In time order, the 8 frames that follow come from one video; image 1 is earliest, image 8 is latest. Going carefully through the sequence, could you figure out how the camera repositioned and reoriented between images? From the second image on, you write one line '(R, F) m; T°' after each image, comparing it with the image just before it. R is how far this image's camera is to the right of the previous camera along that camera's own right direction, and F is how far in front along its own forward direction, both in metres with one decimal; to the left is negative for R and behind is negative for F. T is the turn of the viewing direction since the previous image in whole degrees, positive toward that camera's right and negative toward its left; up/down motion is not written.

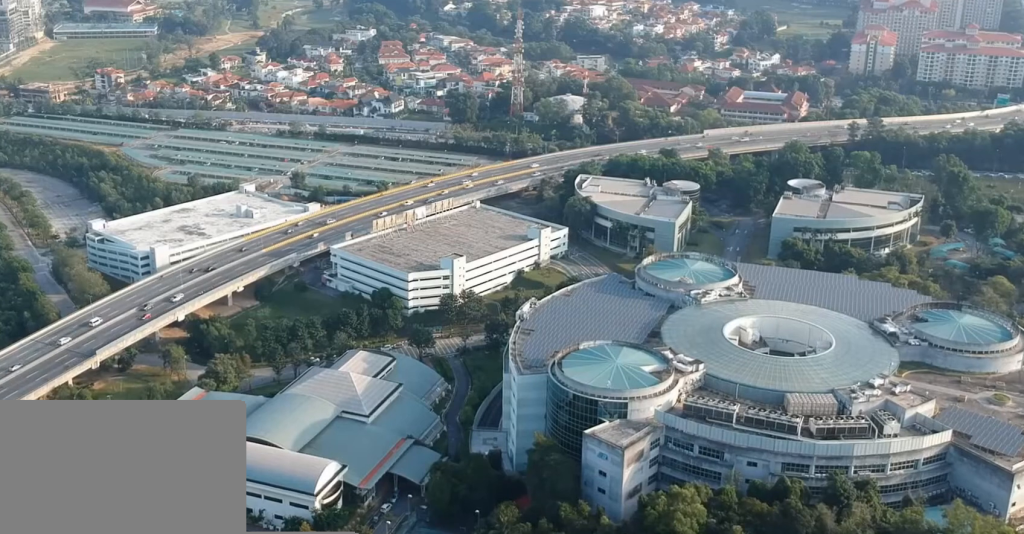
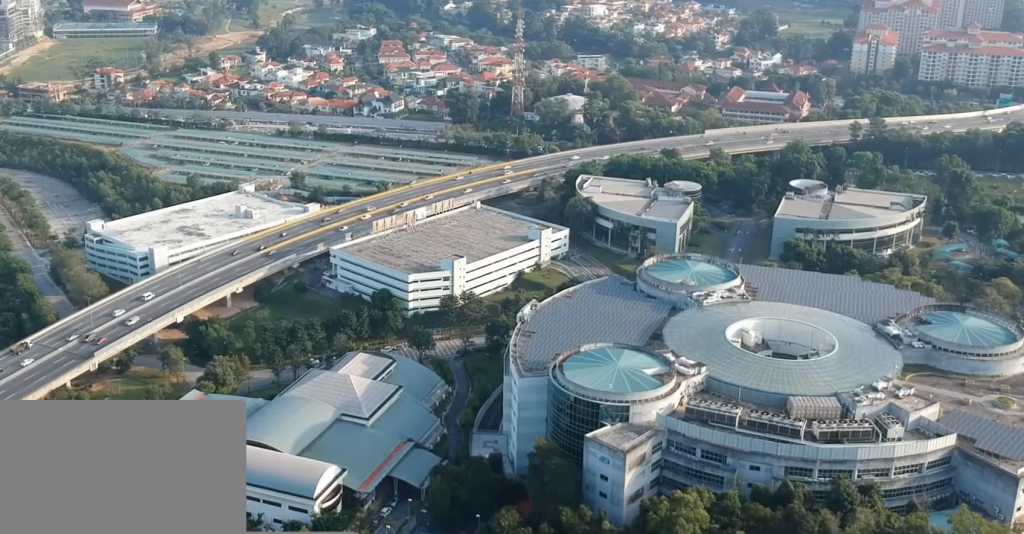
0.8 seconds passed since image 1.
(0.0, +2.2) m; 0°
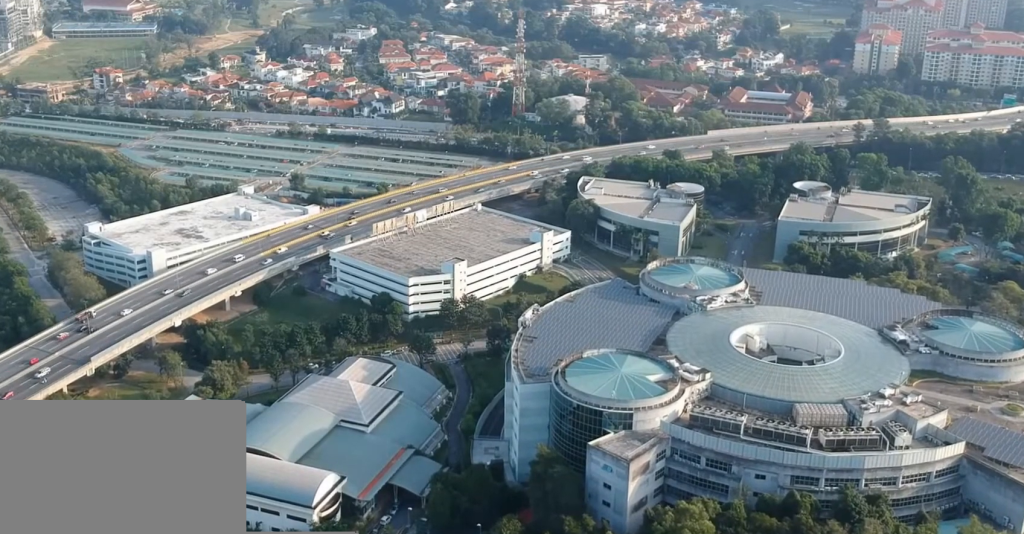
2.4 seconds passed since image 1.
(0.0, +3.9) m; -1°
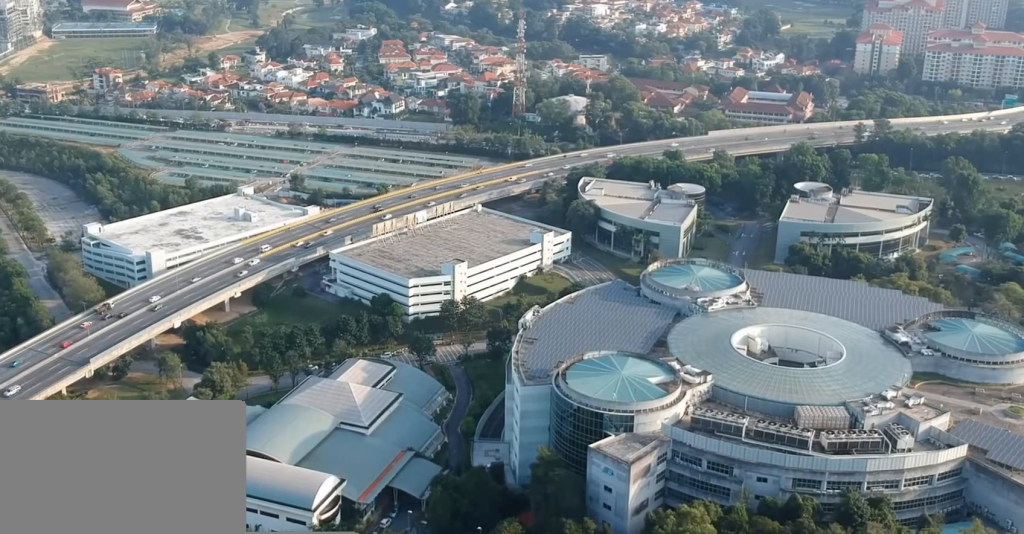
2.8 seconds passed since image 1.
(0.0, +1.2) m; 0°
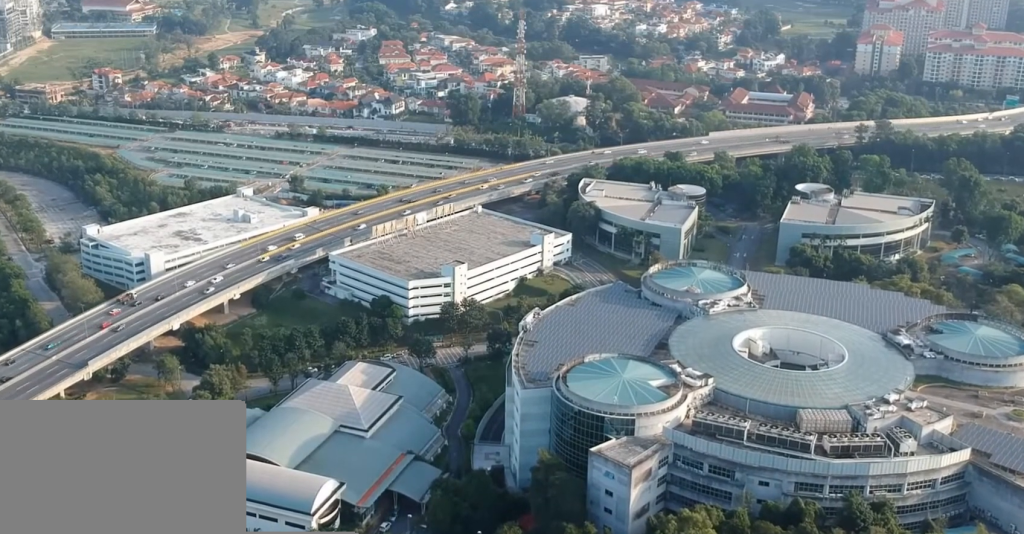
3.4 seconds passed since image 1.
(0.0, +1.5) m; 0°
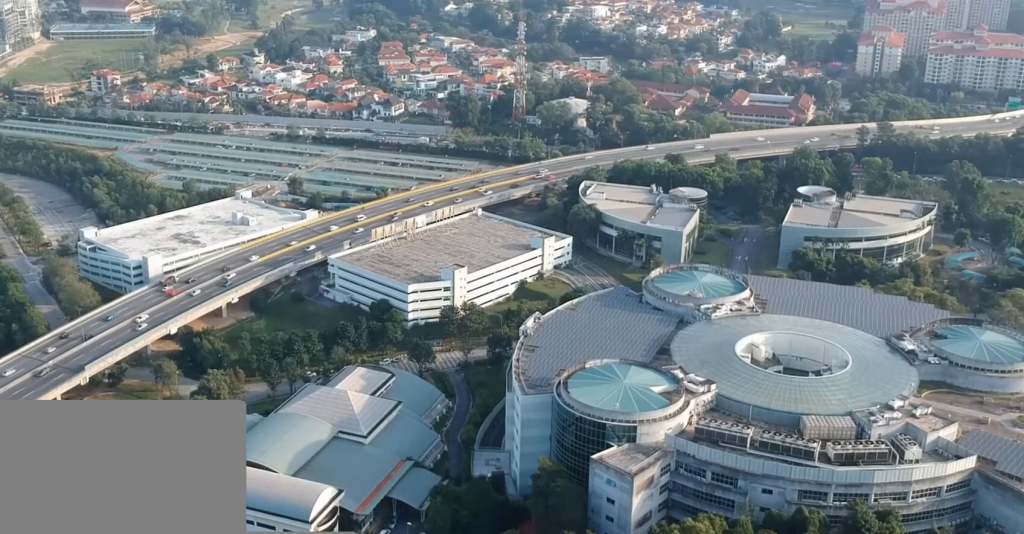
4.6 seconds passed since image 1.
(0.0, +2.9) m; +1°
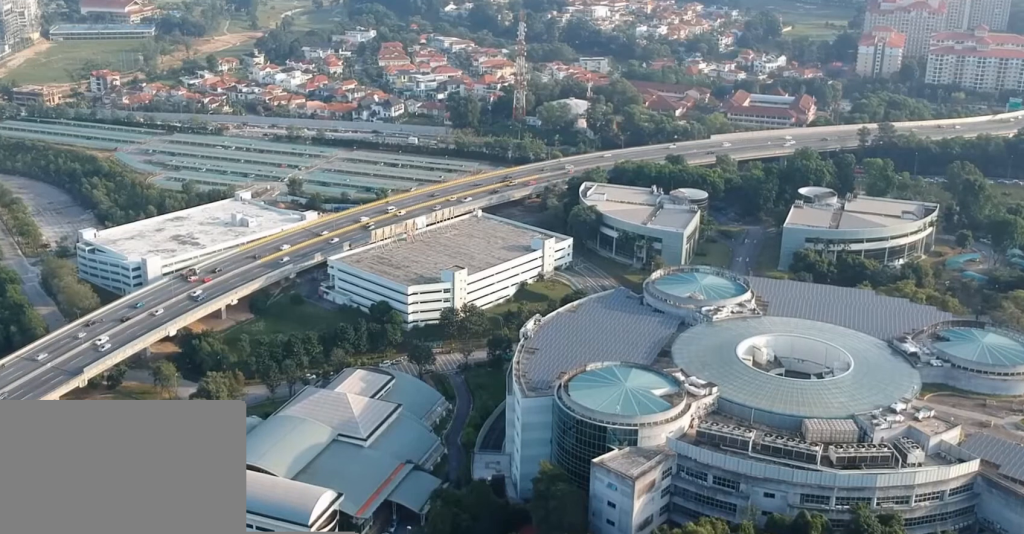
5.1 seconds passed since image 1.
(0.0, +1.4) m; 0°
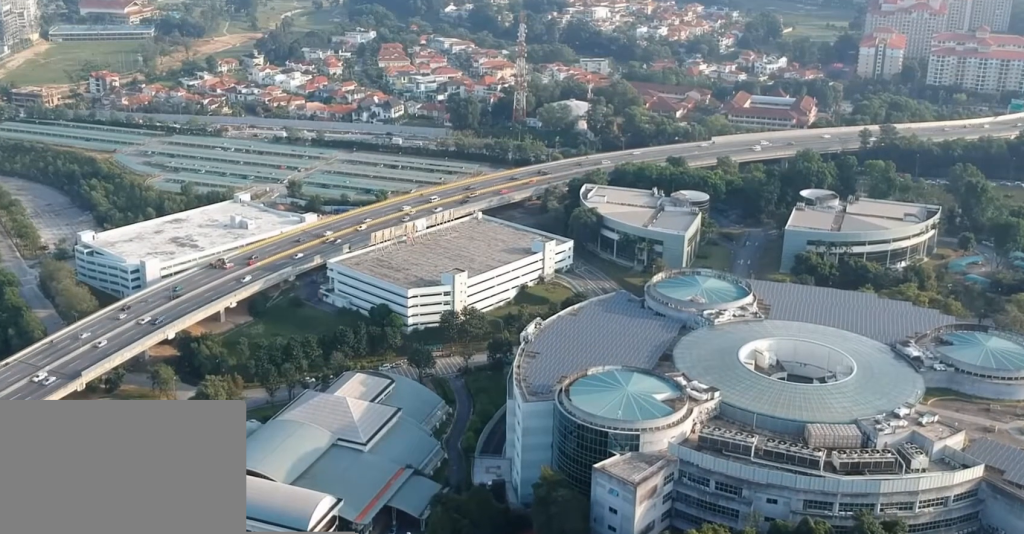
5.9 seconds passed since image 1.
(0.0, +2.1) m; 0°
